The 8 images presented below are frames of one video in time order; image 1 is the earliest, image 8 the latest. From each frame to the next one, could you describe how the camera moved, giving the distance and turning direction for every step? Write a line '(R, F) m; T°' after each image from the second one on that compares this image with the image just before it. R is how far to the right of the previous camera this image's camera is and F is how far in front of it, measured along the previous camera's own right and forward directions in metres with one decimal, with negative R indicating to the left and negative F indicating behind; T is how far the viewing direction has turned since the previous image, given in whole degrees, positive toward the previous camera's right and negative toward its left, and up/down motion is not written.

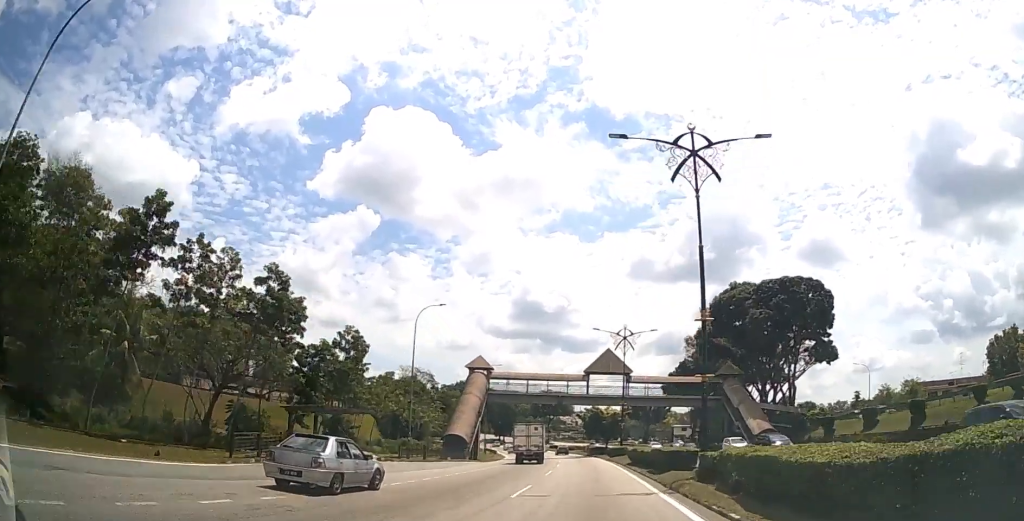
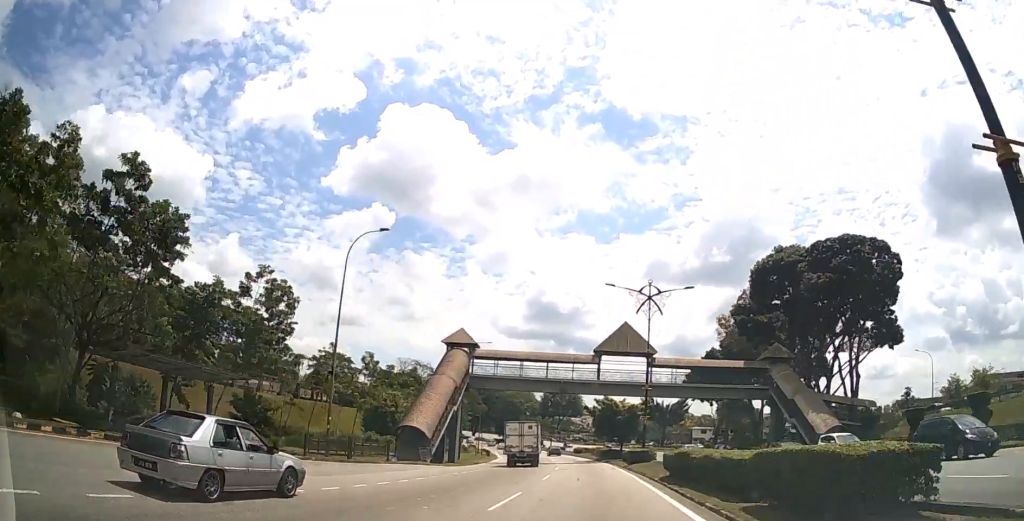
(-0.1, +15.7) m; -1°
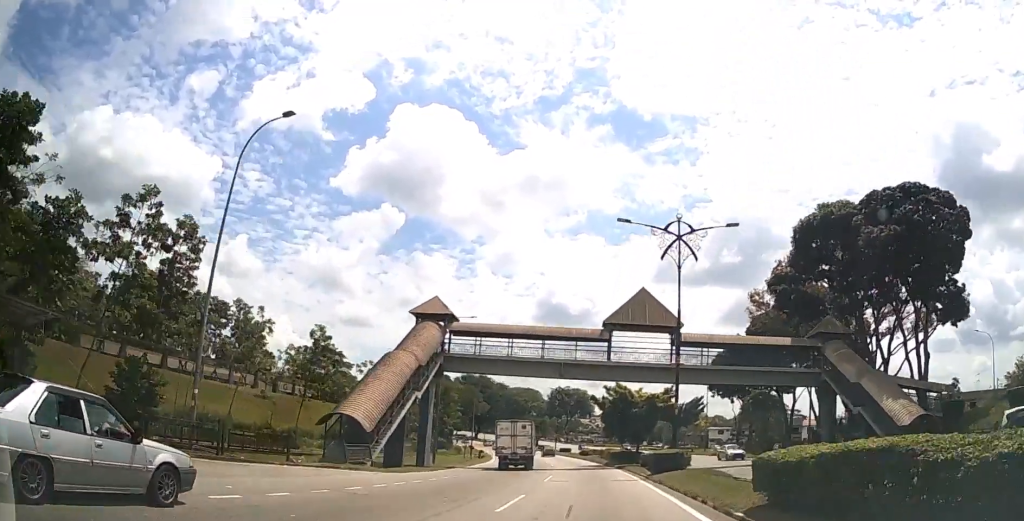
(0.0, +11.9) m; -1°
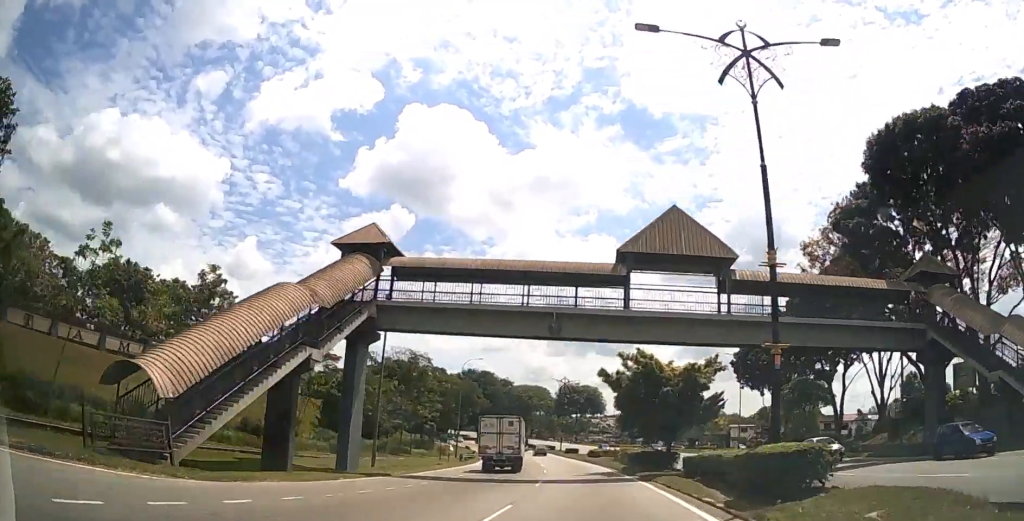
(-0.3, +14.6) m; -2°
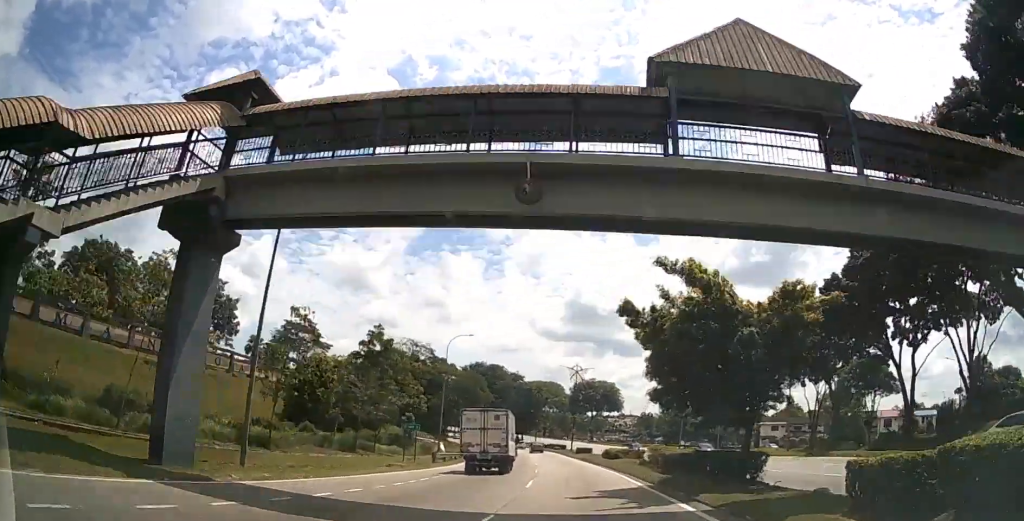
(-0.2, +14.0) m; -2°
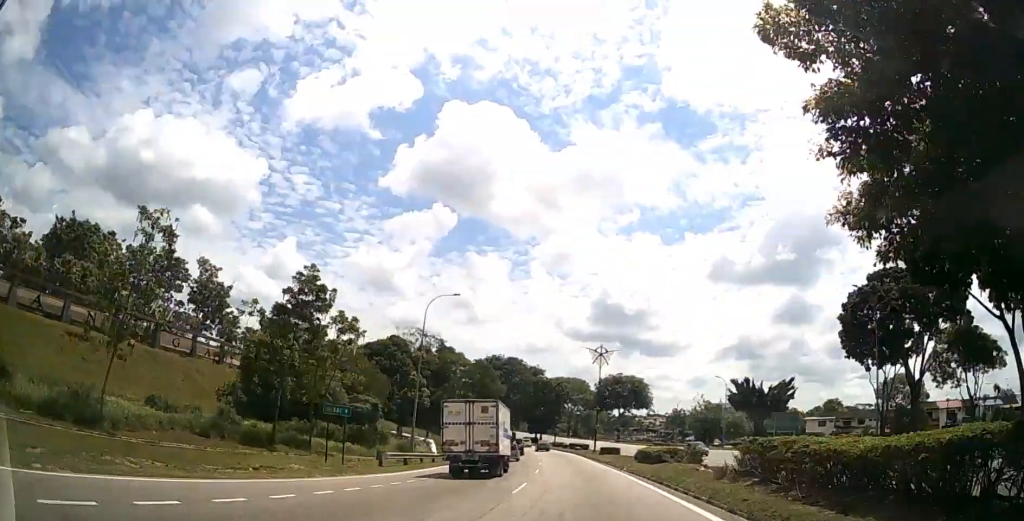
(-0.1, +15.1) m; -2°
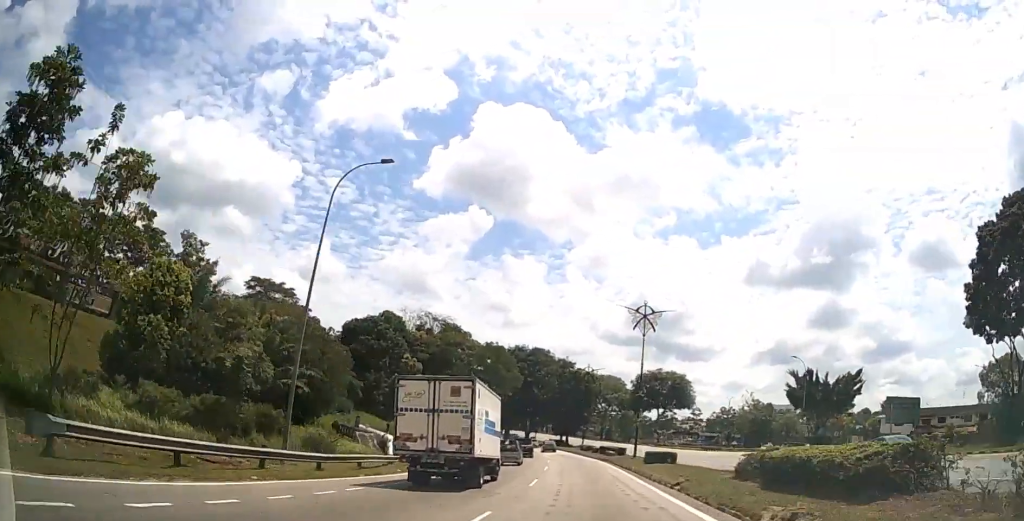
(-0.6, +21.2) m; -2°
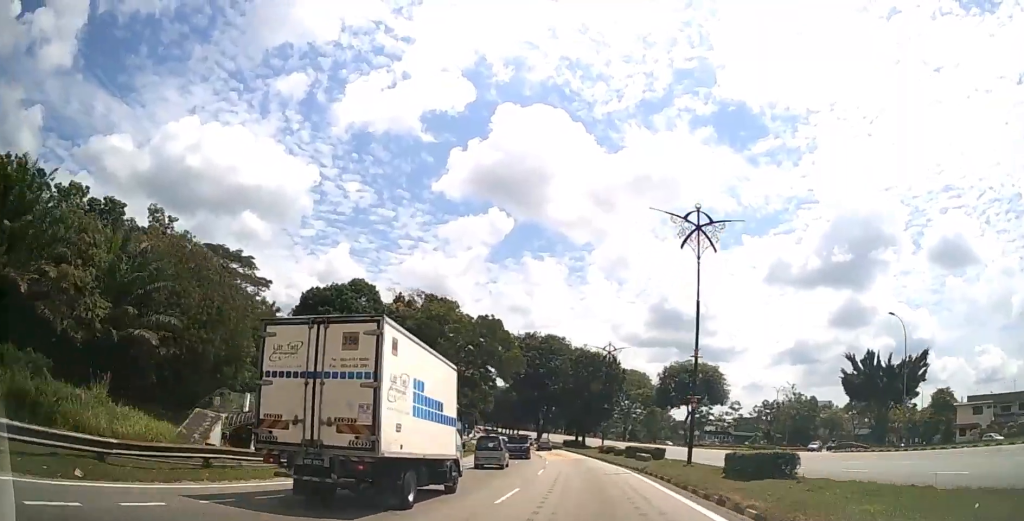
(-0.4, +20.0) m; -4°
